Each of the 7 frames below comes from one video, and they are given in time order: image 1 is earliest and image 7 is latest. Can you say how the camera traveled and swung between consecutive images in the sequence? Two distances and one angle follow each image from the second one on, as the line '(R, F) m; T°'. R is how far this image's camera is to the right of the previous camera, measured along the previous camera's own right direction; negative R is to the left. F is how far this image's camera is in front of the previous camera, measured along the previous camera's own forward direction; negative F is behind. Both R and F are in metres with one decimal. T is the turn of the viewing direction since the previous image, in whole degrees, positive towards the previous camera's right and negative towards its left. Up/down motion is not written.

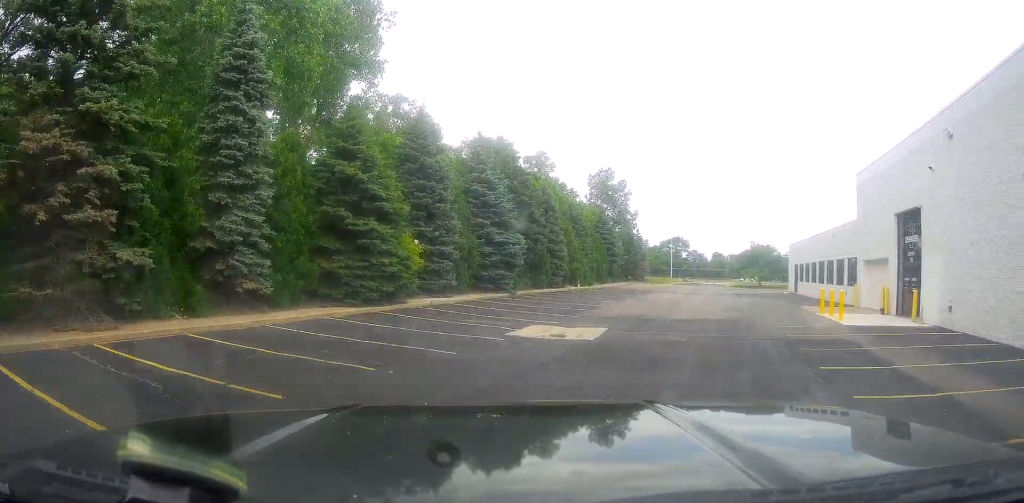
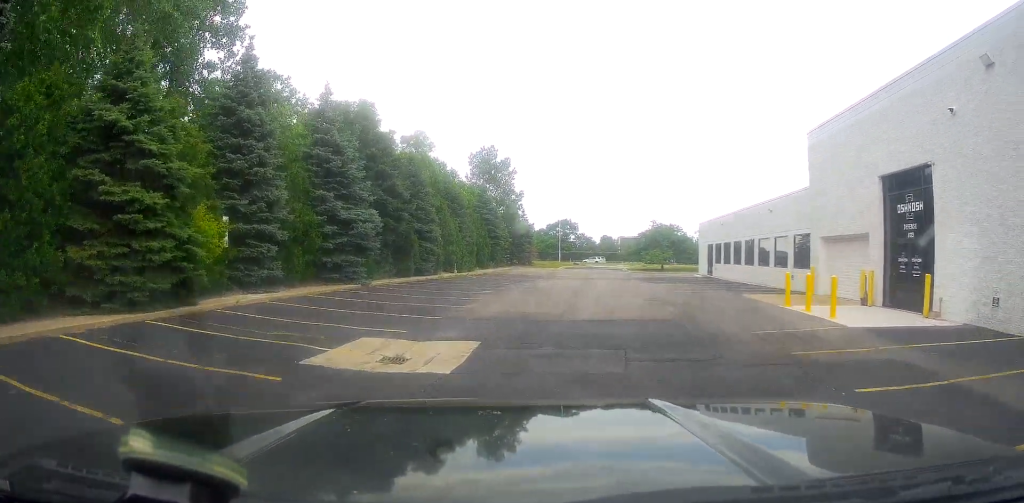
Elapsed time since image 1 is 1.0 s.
(+0.5, +6.6) m; +11°
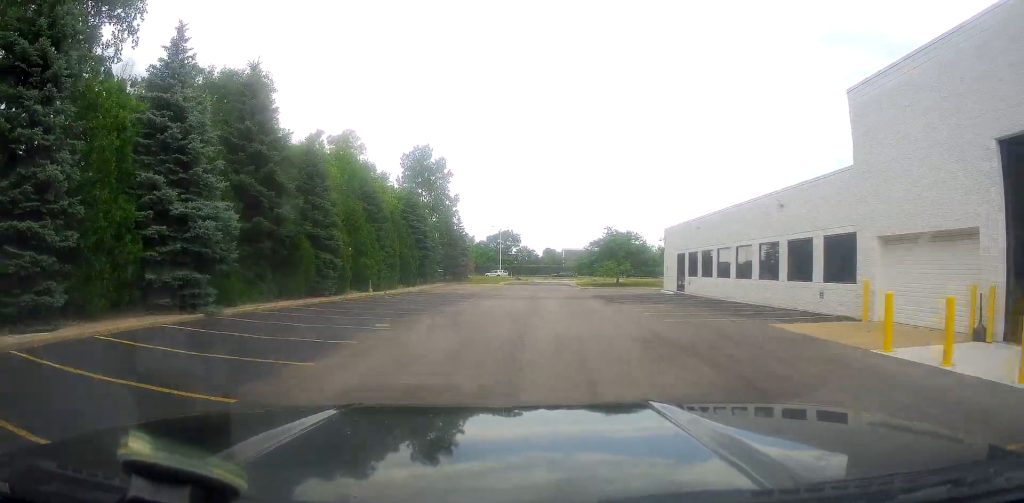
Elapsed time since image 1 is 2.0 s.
(+0.9, +7.8) m; +6°
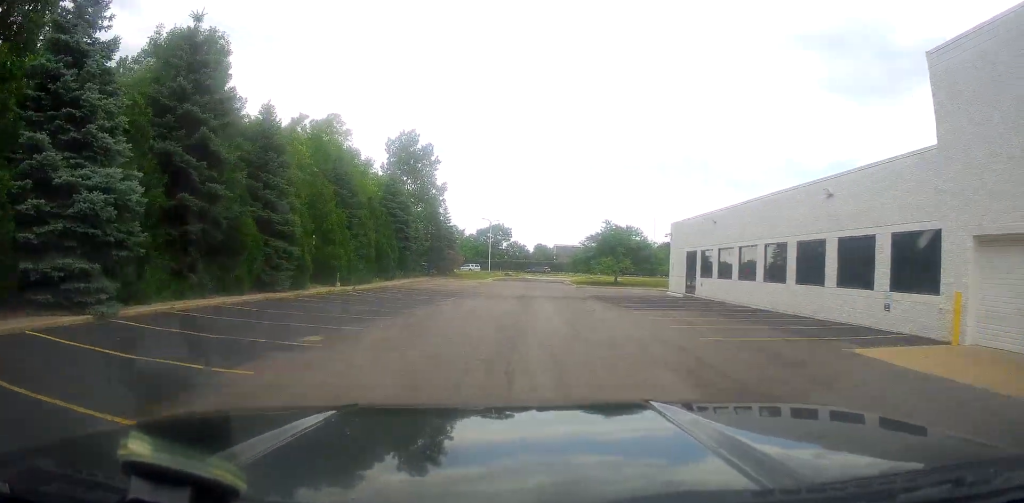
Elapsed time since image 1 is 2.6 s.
(+0.1, +4.4) m; -2°
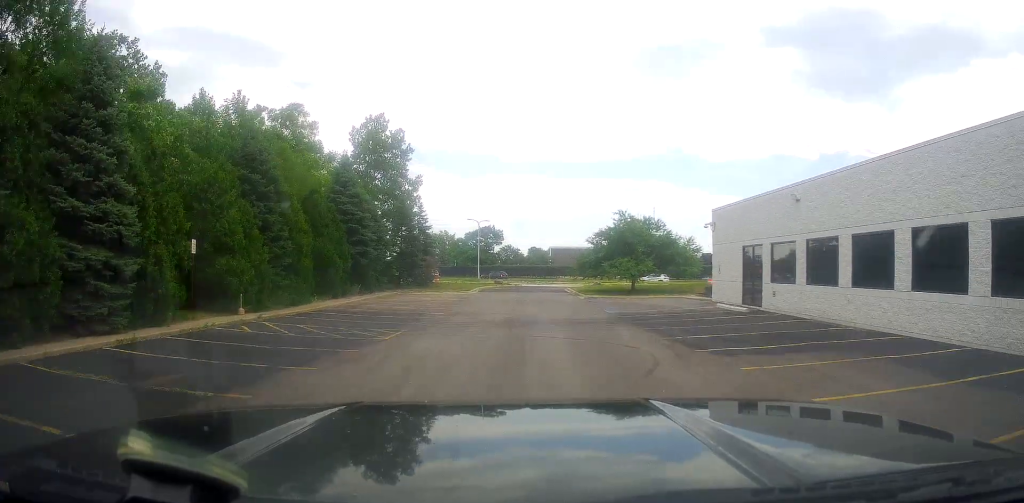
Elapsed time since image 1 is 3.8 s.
(-0.4, +10.6) m; +3°
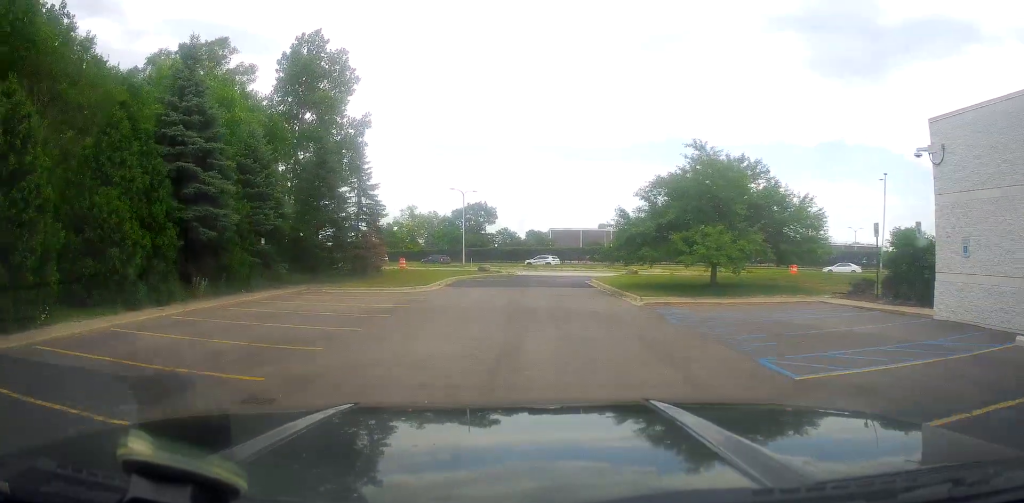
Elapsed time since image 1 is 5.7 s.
(+0.9, +18.2) m; 0°
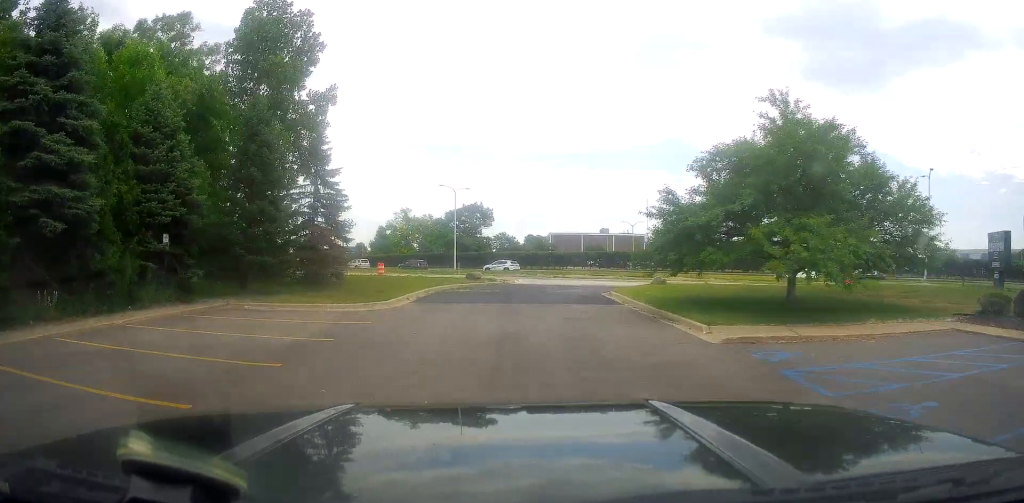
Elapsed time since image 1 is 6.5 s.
(0.0, +7.3) m; -2°
